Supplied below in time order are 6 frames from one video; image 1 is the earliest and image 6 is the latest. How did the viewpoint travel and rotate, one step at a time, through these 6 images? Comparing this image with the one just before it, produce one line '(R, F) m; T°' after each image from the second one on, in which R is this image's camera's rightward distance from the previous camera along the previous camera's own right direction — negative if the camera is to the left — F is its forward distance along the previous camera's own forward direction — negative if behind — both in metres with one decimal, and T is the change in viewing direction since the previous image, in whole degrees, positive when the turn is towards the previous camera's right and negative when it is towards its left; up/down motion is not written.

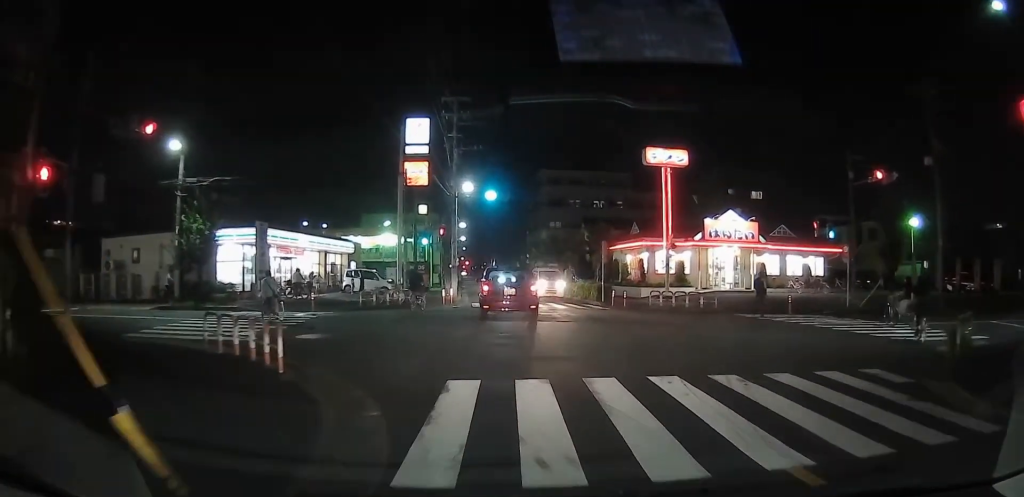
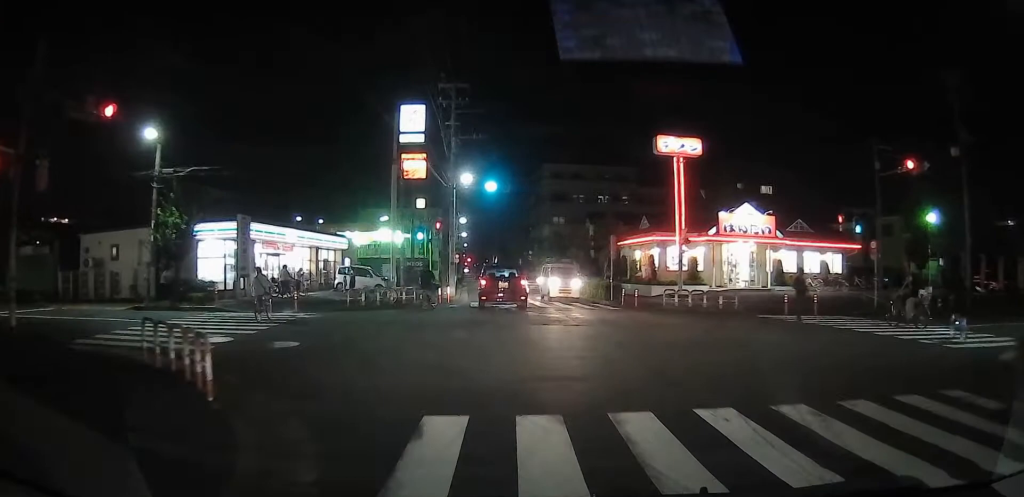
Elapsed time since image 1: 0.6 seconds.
(-0.5, +1.8) m; -9°
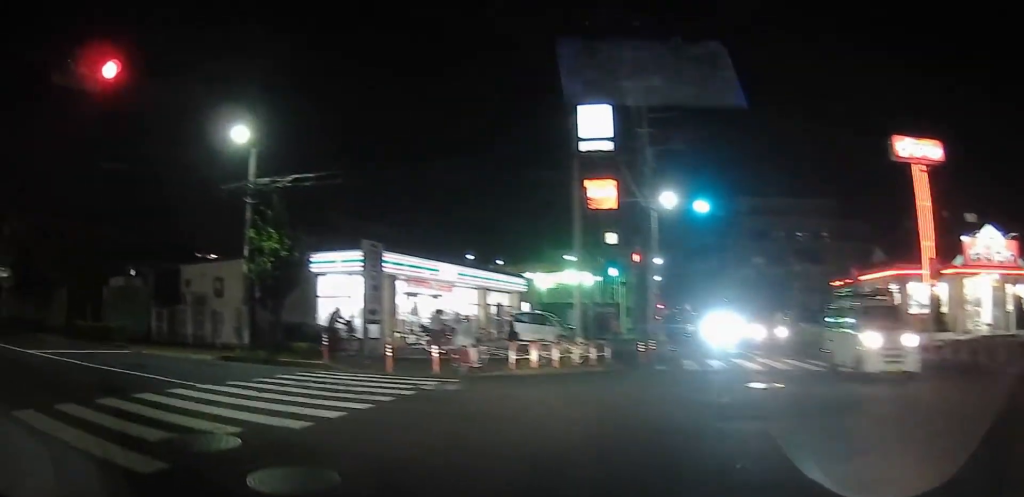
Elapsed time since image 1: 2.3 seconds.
(-1.4, +6.2) m; -25°
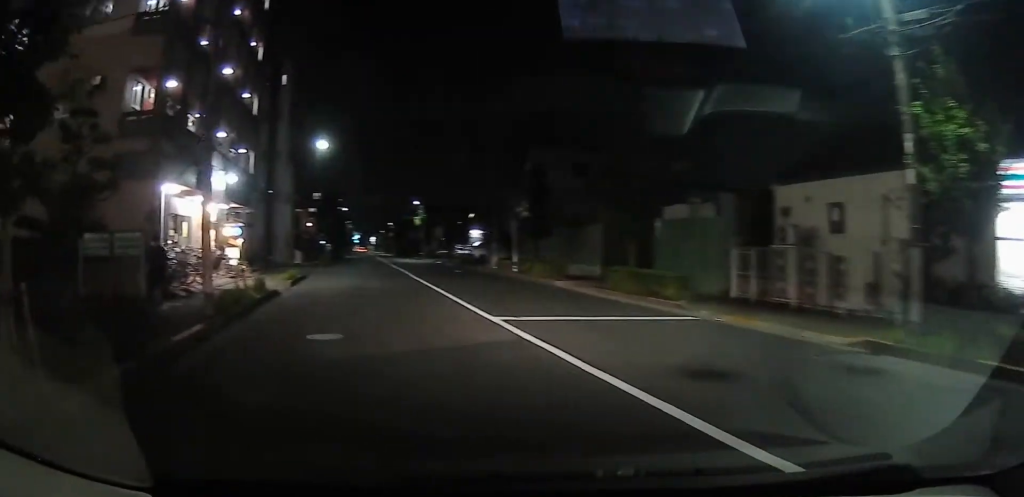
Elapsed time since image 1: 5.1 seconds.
(-3.1, +10.5) m; -36°
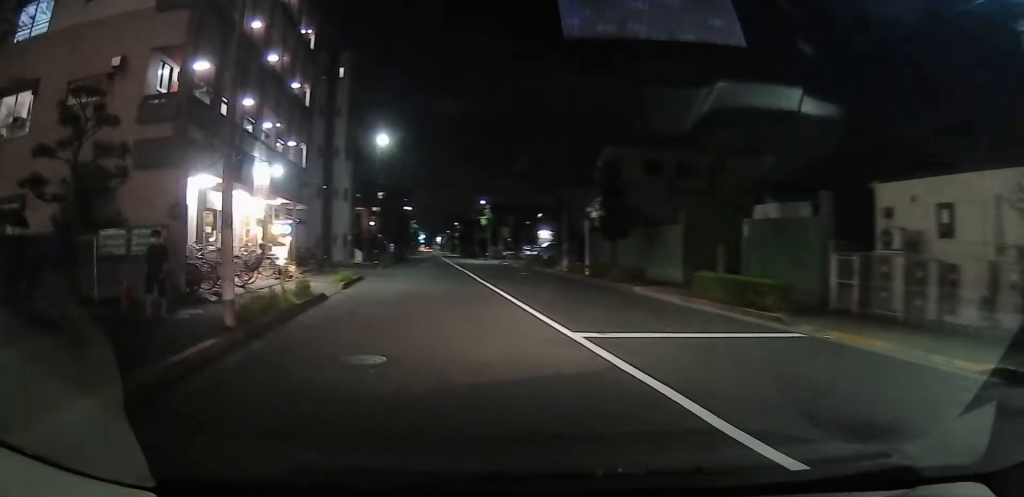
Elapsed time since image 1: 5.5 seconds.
(0.0, +2.3) m; -6°
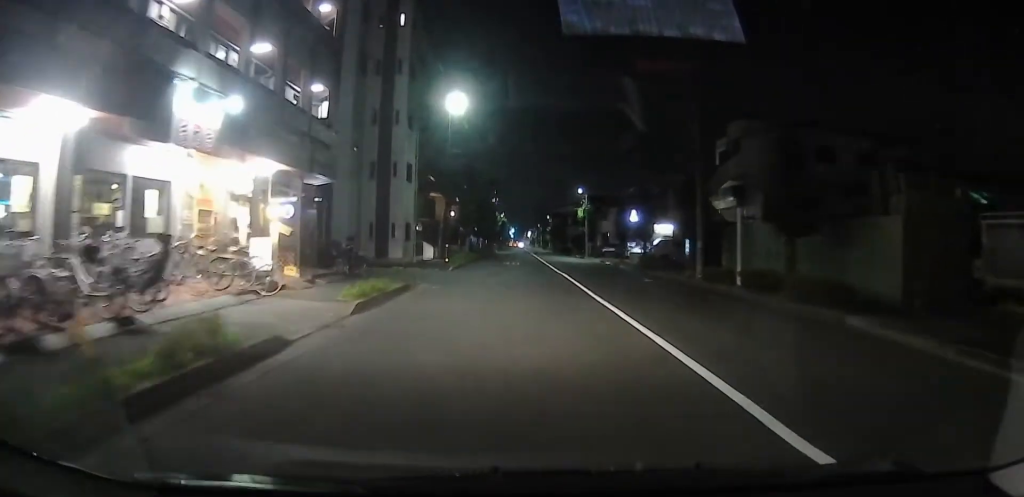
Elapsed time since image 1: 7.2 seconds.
(-1.1, +10.0) m; 0°
